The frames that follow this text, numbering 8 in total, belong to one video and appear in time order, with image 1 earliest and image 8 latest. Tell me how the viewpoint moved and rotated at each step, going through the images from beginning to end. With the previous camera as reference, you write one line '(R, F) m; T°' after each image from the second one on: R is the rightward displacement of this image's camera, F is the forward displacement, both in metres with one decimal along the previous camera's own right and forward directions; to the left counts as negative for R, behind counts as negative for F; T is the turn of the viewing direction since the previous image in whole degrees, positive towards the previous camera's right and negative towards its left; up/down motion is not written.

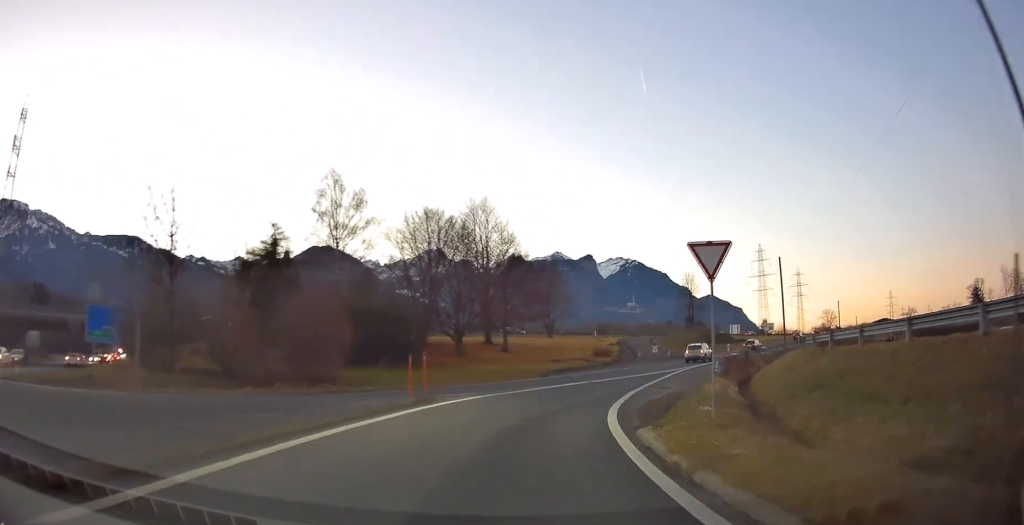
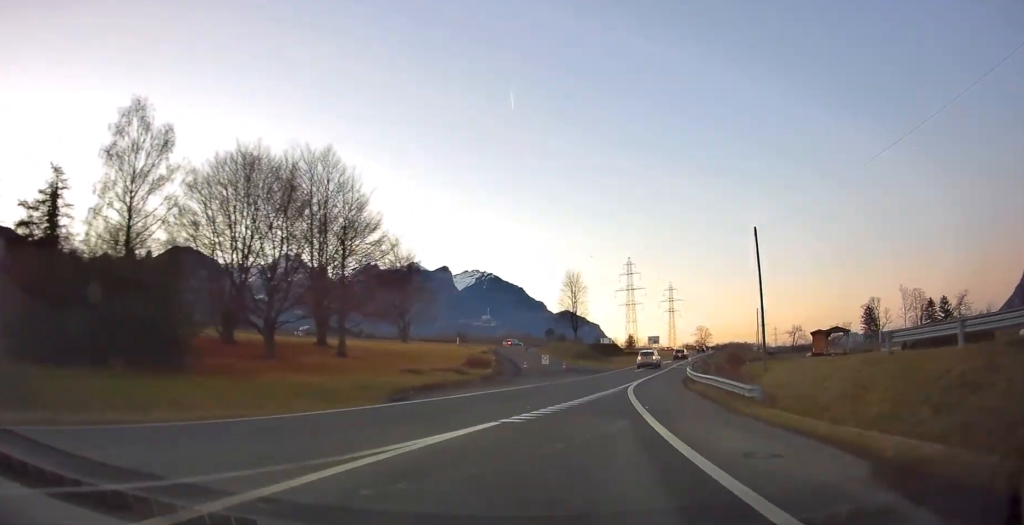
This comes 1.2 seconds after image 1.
(+1.5, +17.3) m; +11°
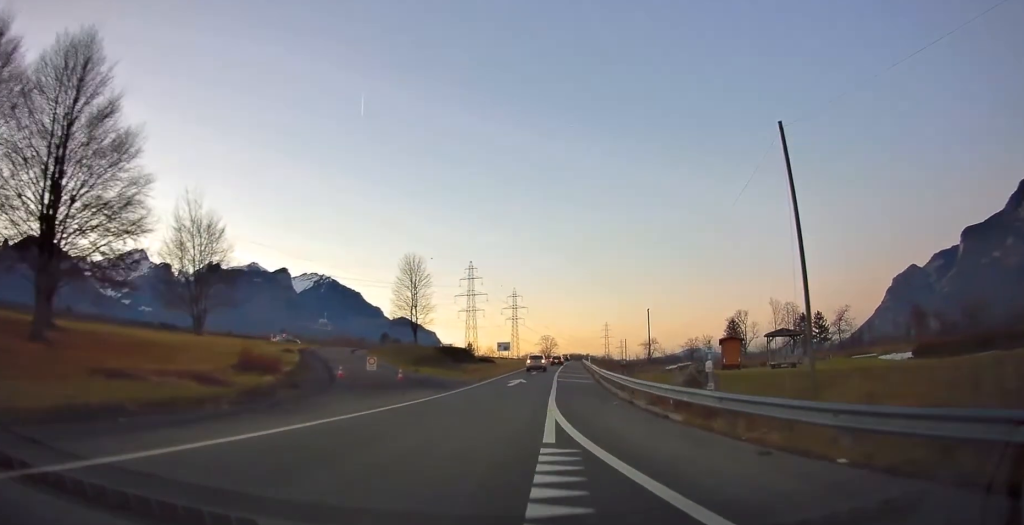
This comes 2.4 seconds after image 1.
(+1.8, +17.5) m; +10°
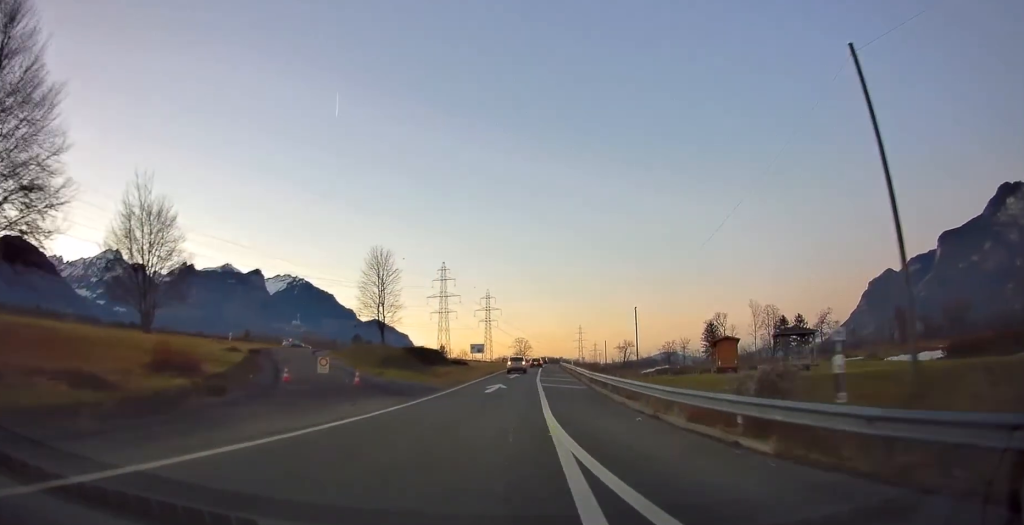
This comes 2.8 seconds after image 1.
(+0.2, +5.5) m; +4°
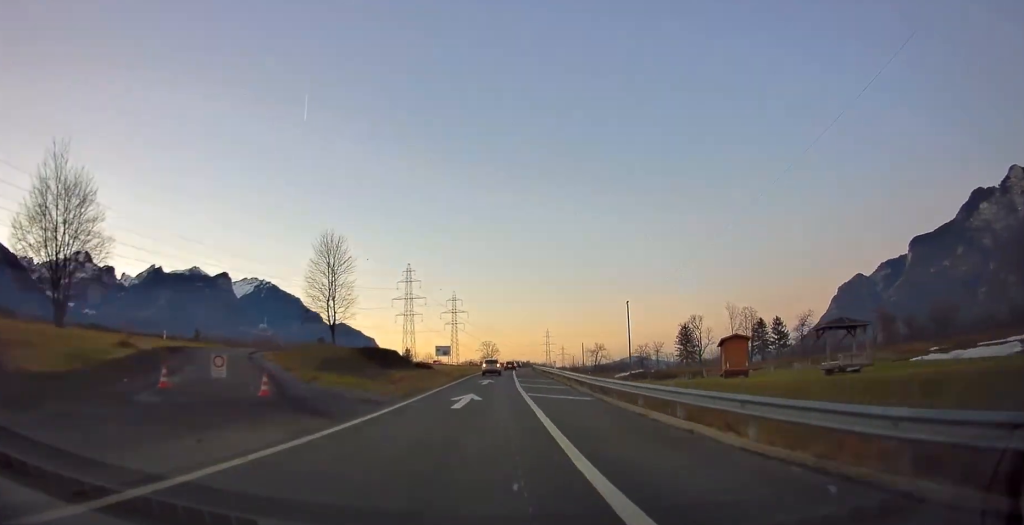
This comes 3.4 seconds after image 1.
(-0.2, +8.2) m; +6°
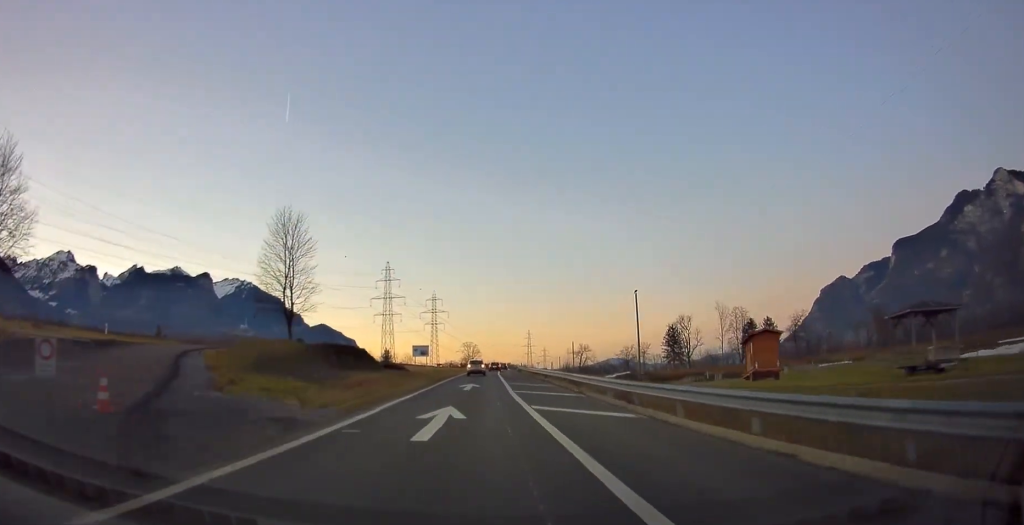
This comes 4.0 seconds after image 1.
(+0.9, +7.8) m; +5°
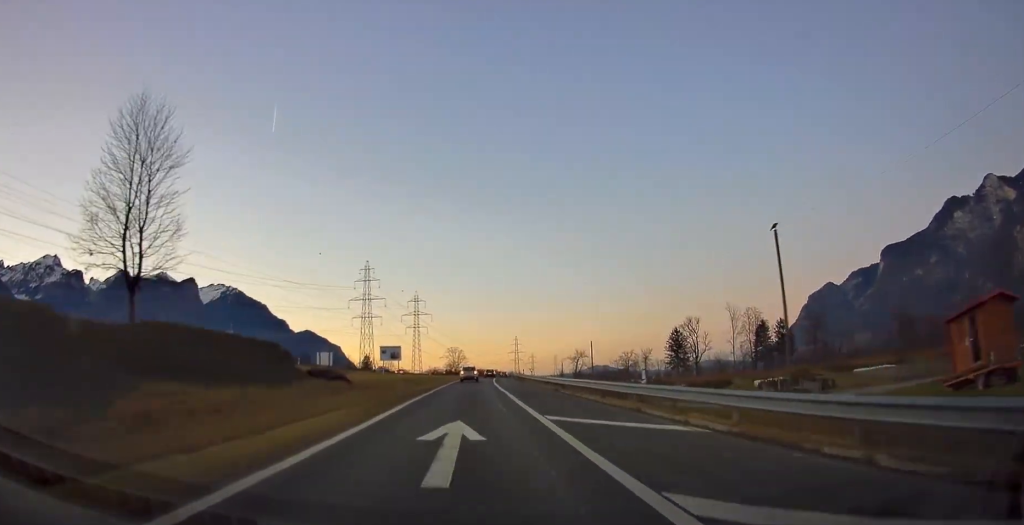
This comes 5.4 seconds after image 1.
(+1.6, +20.2) m; +8°
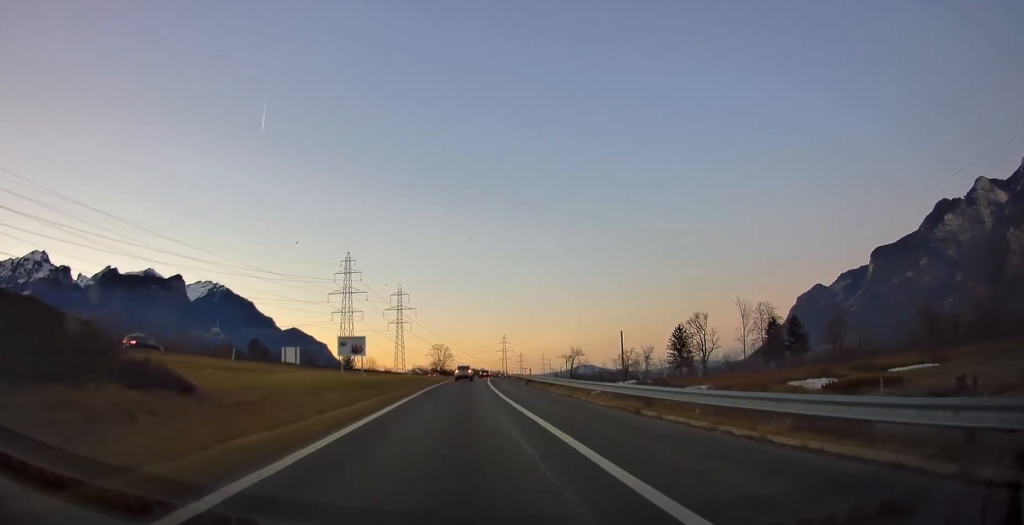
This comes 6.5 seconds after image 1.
(+0.8, +17.4) m; +2°
